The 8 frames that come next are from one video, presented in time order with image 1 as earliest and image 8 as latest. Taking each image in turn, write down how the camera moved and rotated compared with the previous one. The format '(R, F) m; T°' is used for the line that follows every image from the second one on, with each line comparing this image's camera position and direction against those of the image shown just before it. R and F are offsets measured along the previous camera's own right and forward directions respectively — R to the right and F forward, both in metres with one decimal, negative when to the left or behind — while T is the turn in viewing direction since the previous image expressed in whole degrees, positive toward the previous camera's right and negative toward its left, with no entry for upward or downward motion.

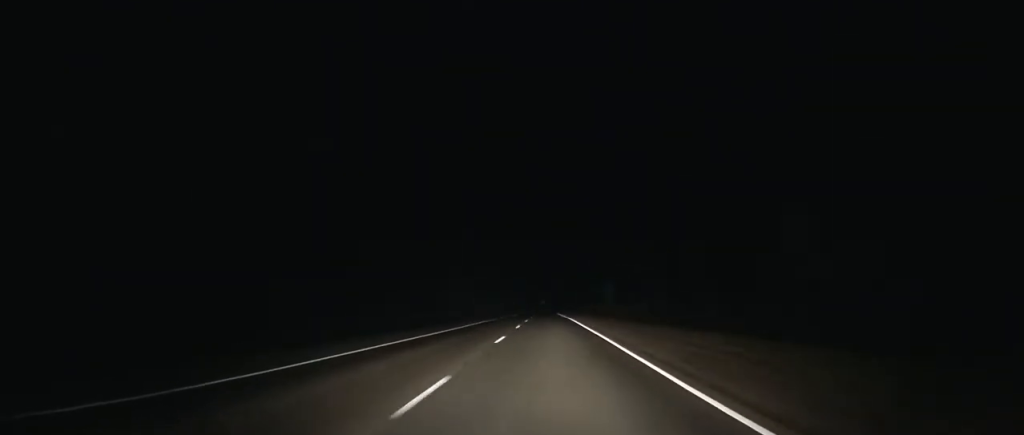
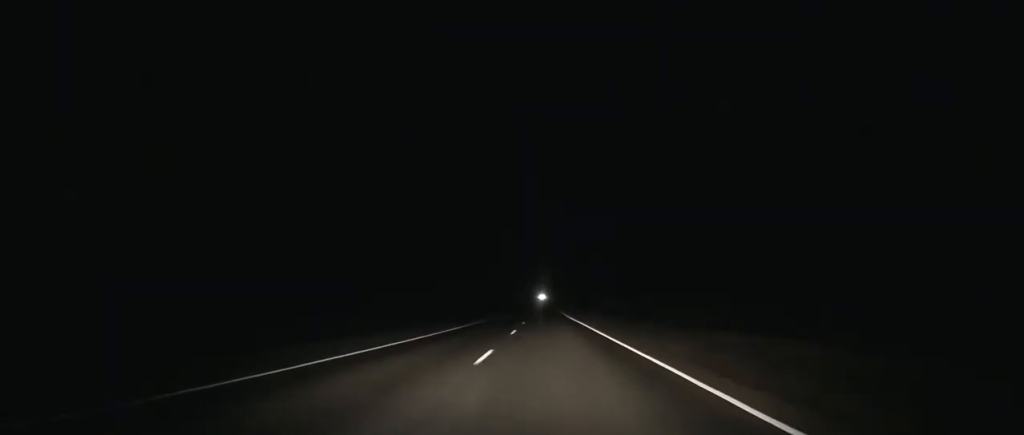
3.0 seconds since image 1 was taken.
(0.0, +88.8) m; 0°
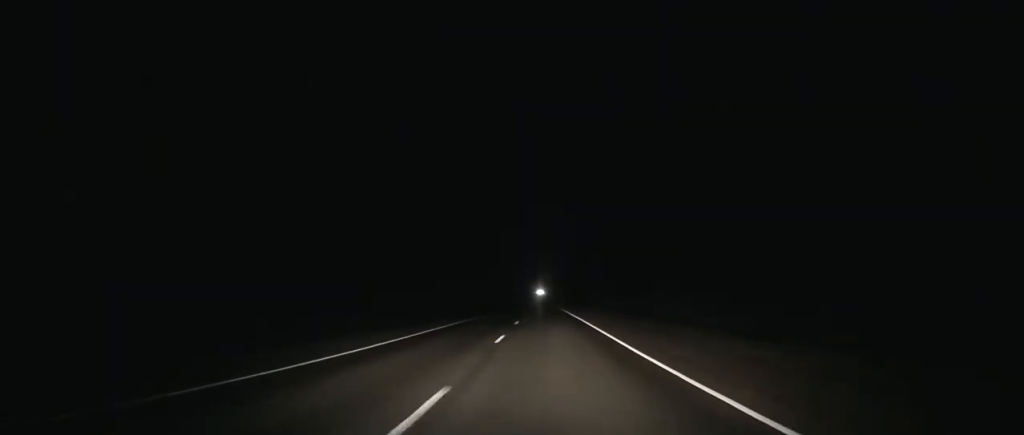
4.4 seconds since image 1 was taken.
(0.0, +40.5) m; 0°
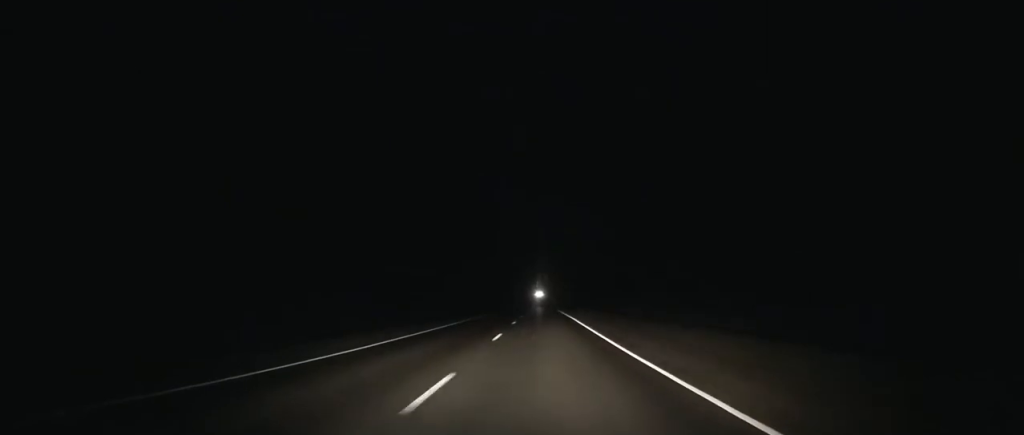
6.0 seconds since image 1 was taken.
(-0.1, +45.1) m; 0°
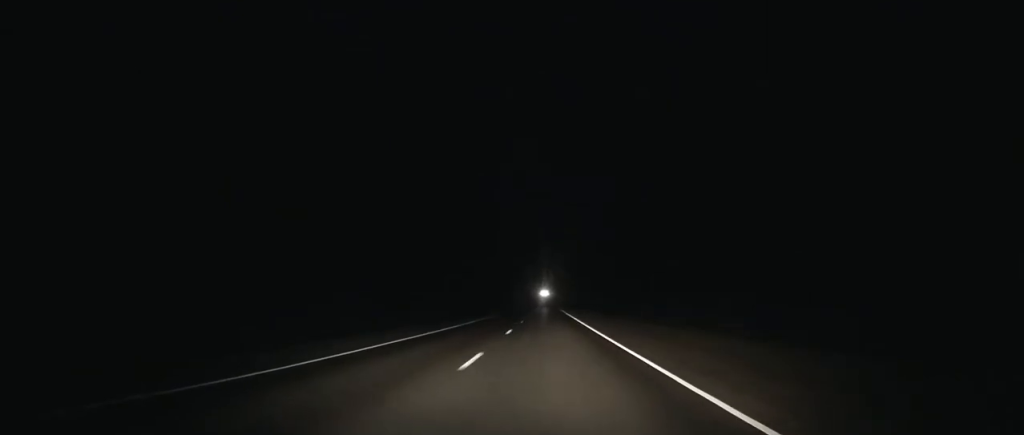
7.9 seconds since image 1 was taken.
(0.0, +53.8) m; 0°
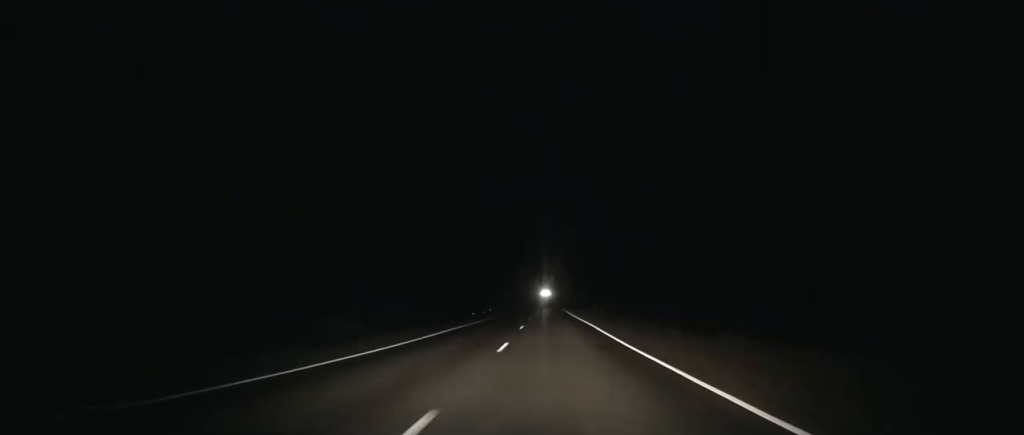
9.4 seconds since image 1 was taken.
(-0.3, +43.4) m; 0°
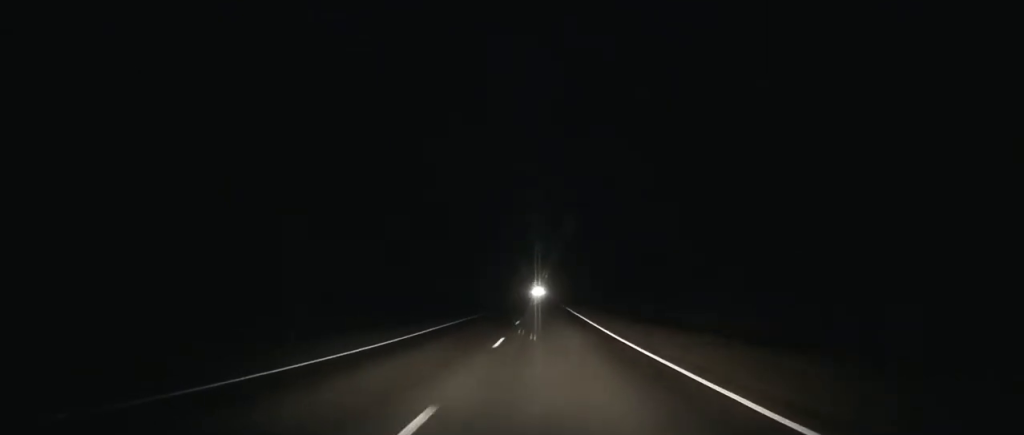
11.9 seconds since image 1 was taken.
(+0.2, +70.7) m; 0°
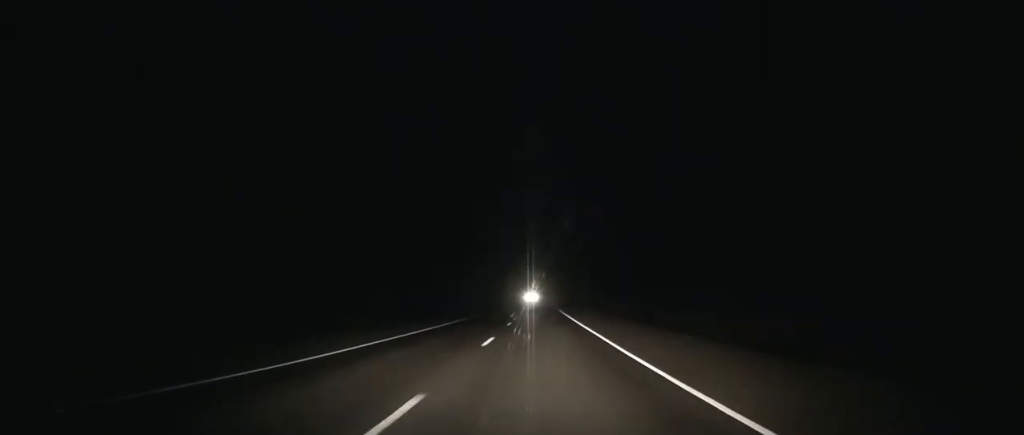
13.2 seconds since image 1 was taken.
(+0.2, +36.2) m; 0°
